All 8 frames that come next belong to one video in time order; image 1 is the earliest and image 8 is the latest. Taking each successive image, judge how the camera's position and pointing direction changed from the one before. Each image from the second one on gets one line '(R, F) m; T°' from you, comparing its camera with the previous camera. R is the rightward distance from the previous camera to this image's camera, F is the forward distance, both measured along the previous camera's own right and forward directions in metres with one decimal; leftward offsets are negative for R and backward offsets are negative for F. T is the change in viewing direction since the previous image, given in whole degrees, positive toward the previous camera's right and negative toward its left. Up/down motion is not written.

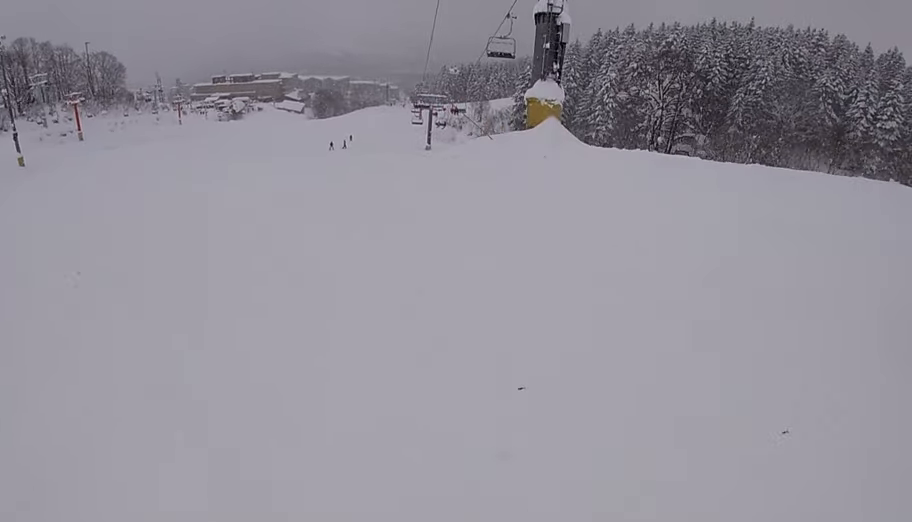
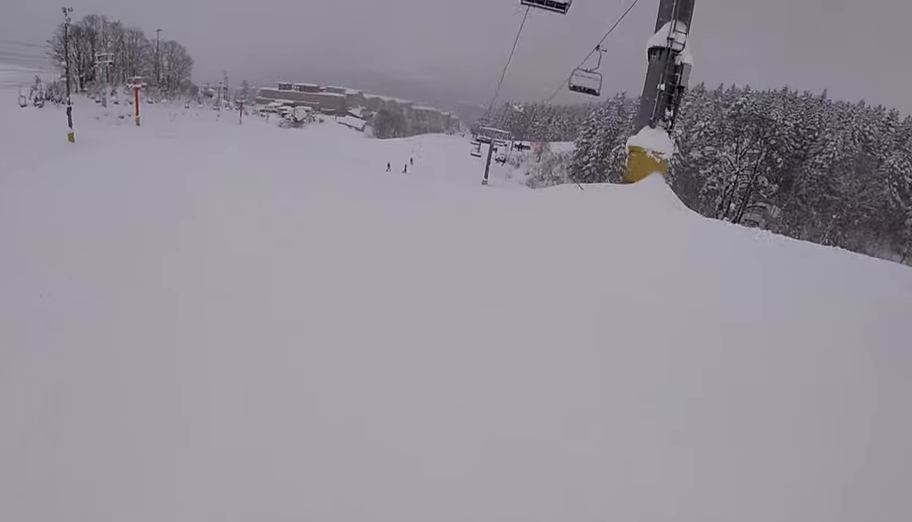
(+0.4, +3.0) m; +1°
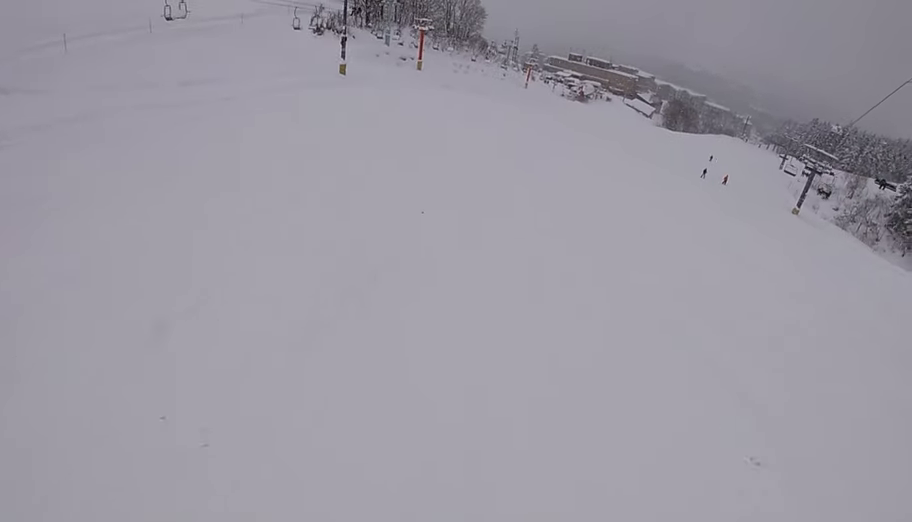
(-0.8, +9.9) m; -13°
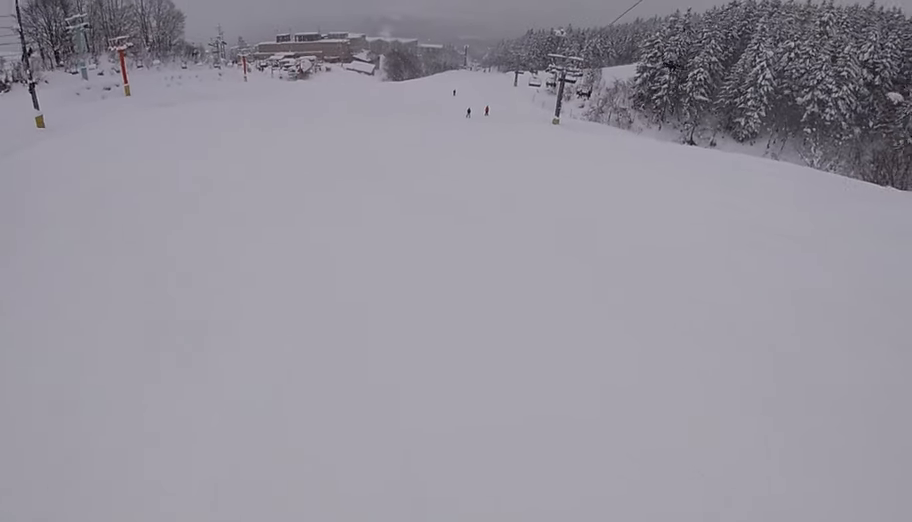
(-0.1, +6.4) m; +6°
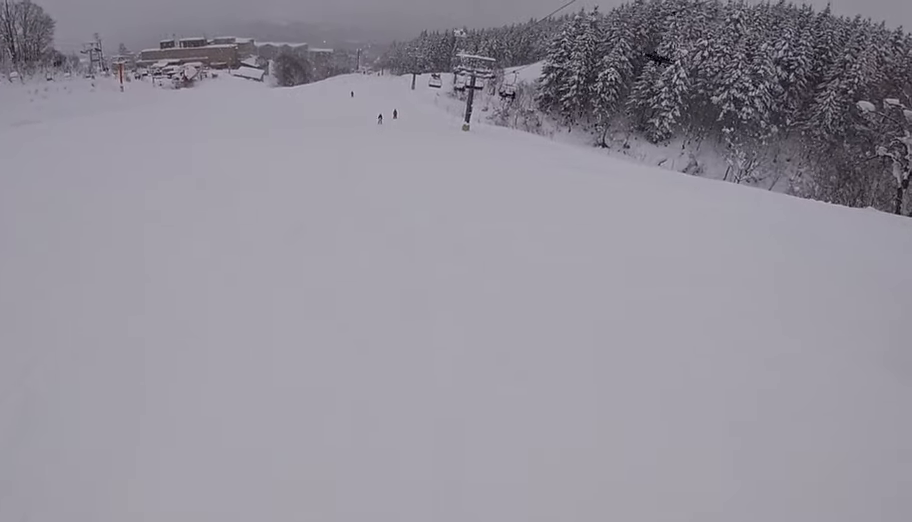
(+2.1, +8.4) m; +21°
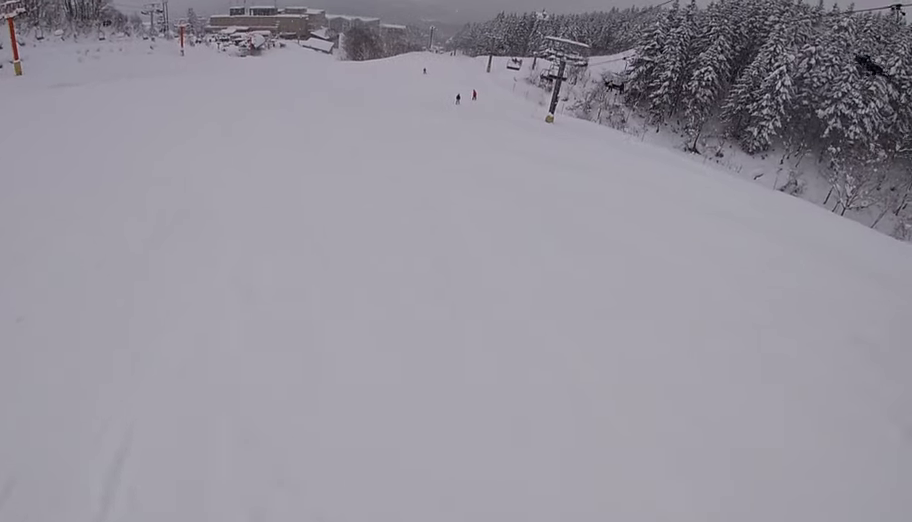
(-0.4, +7.6) m; -2°
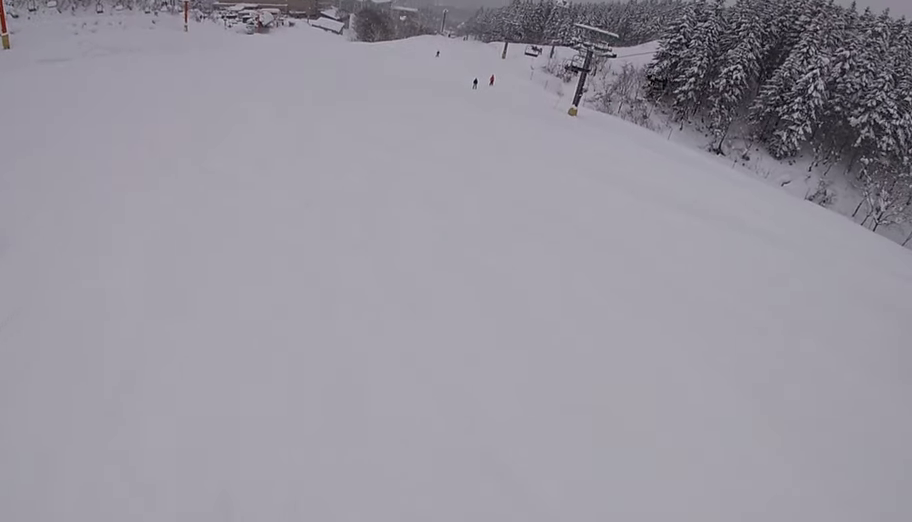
(+0.3, +4.3) m; -6°
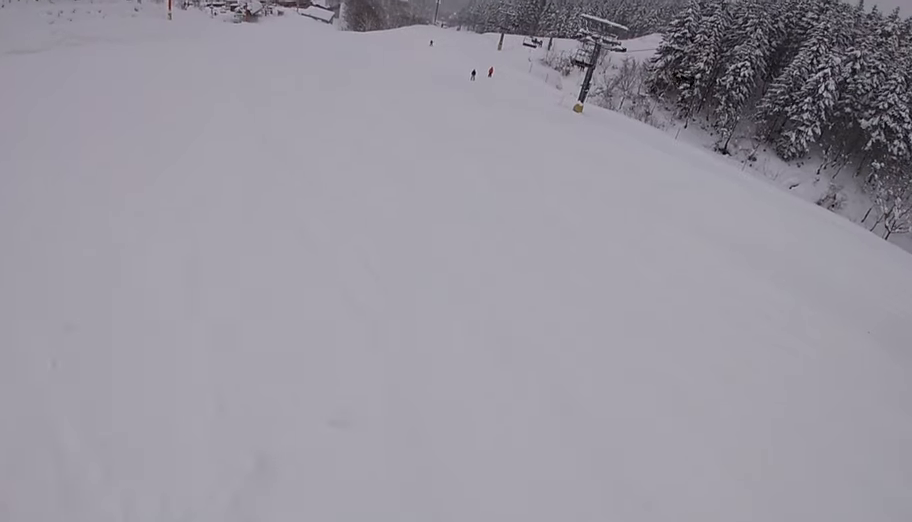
(-0.3, +3.7) m; +1°
